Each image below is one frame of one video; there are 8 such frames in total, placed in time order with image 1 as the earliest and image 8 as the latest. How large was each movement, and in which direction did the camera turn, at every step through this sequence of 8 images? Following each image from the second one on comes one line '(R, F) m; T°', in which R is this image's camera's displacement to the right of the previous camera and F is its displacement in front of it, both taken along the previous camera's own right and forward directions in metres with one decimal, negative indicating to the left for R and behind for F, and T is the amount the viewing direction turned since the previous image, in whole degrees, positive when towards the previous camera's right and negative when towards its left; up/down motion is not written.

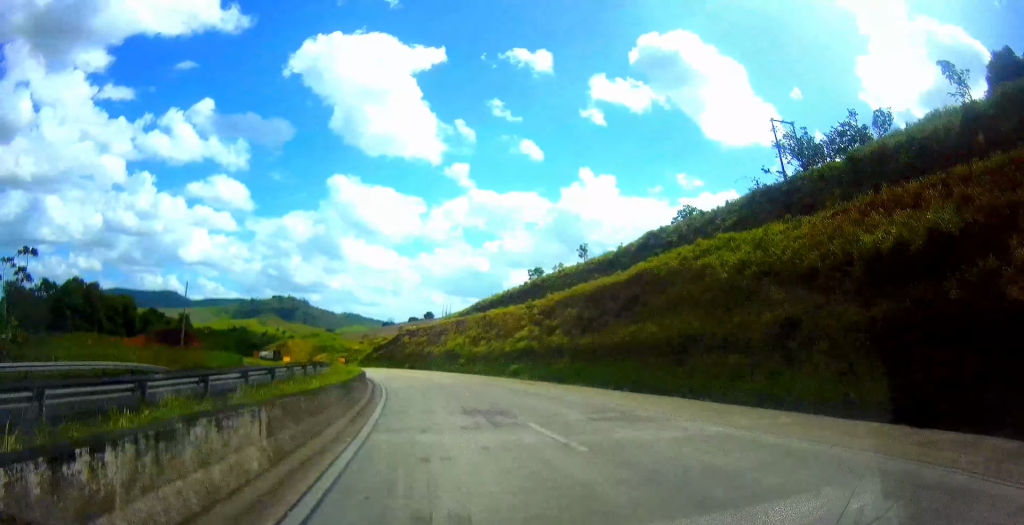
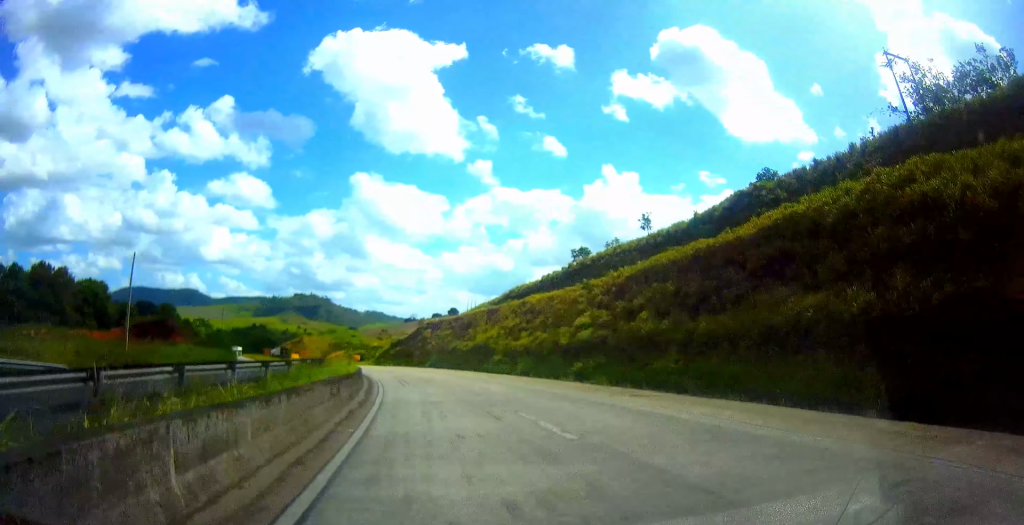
(-0.2, +14.7) m; -2°
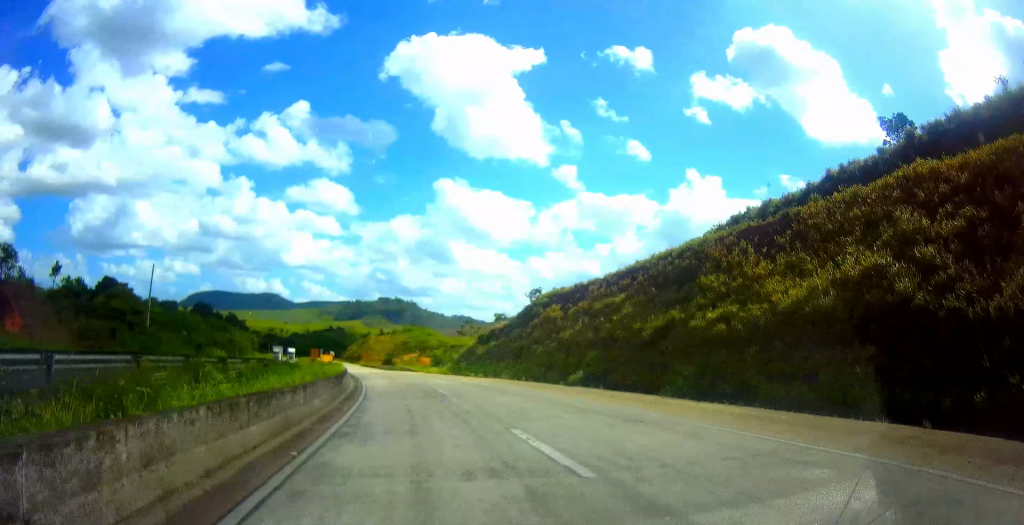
(-4.4, +48.3) m; -9°
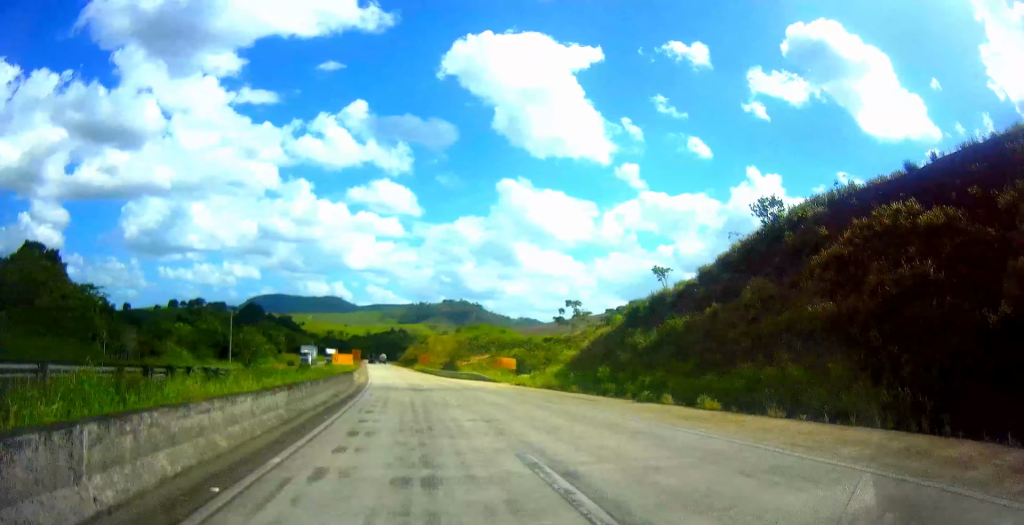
(-1.0, +34.6) m; -6°
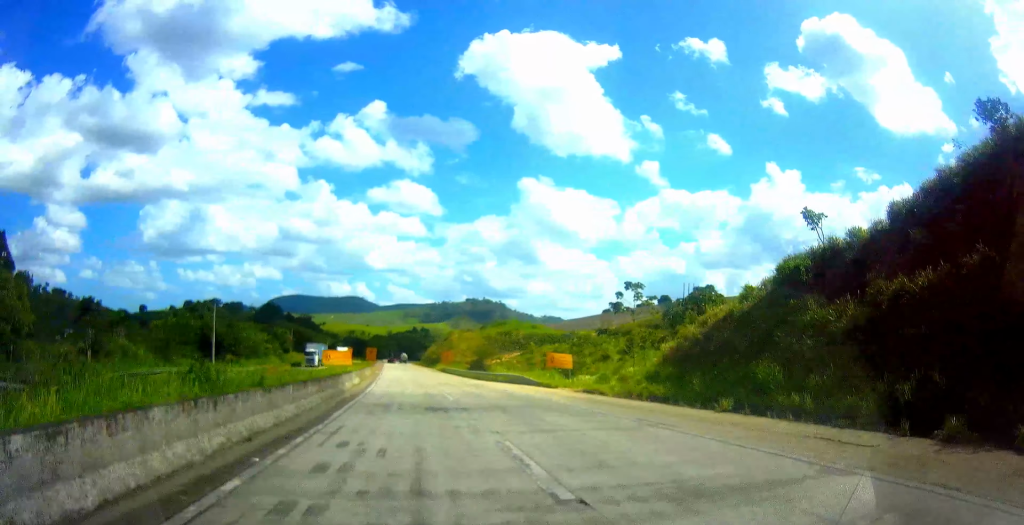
(-0.8, +14.1) m; -3°
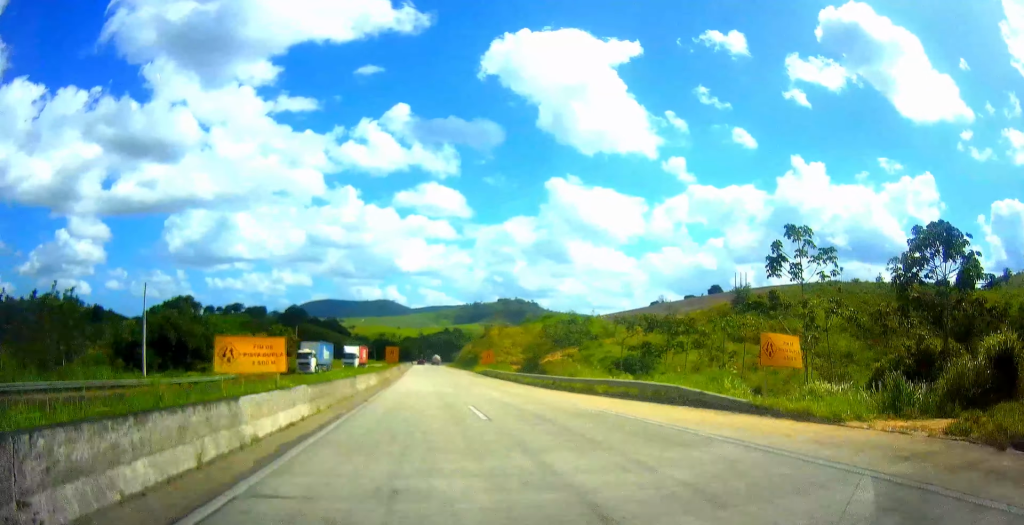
(-0.8, +23.6) m; -3°
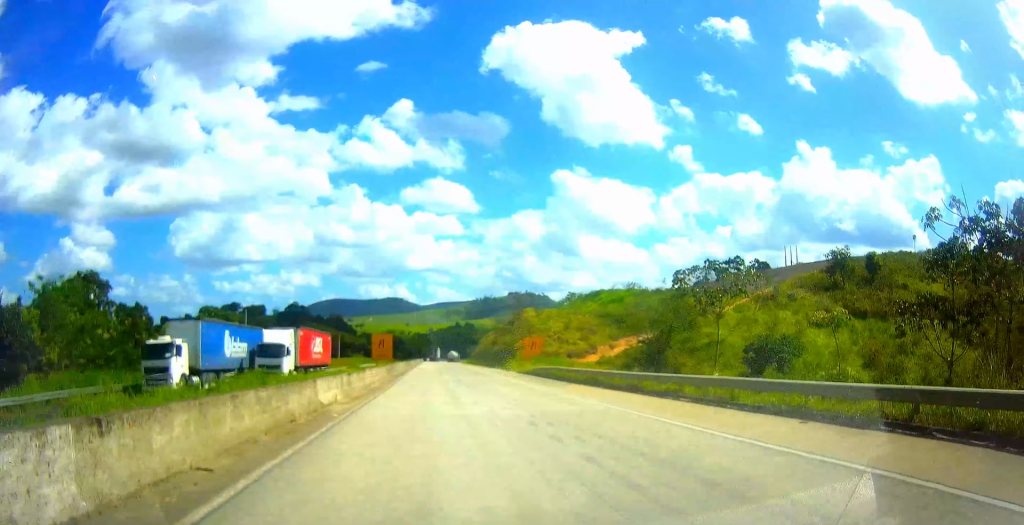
(-1.0, +35.6) m; -3°
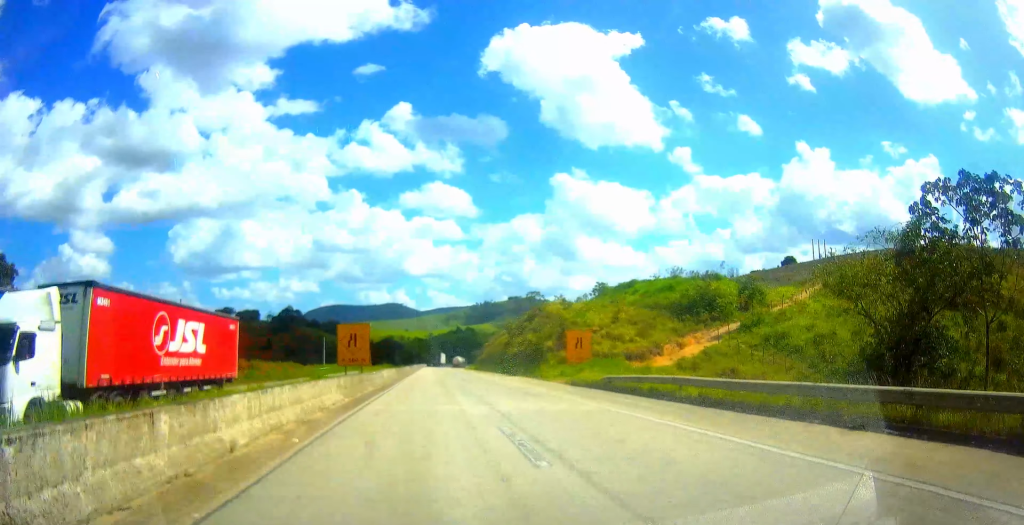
(-0.1, +20.2) m; -1°
